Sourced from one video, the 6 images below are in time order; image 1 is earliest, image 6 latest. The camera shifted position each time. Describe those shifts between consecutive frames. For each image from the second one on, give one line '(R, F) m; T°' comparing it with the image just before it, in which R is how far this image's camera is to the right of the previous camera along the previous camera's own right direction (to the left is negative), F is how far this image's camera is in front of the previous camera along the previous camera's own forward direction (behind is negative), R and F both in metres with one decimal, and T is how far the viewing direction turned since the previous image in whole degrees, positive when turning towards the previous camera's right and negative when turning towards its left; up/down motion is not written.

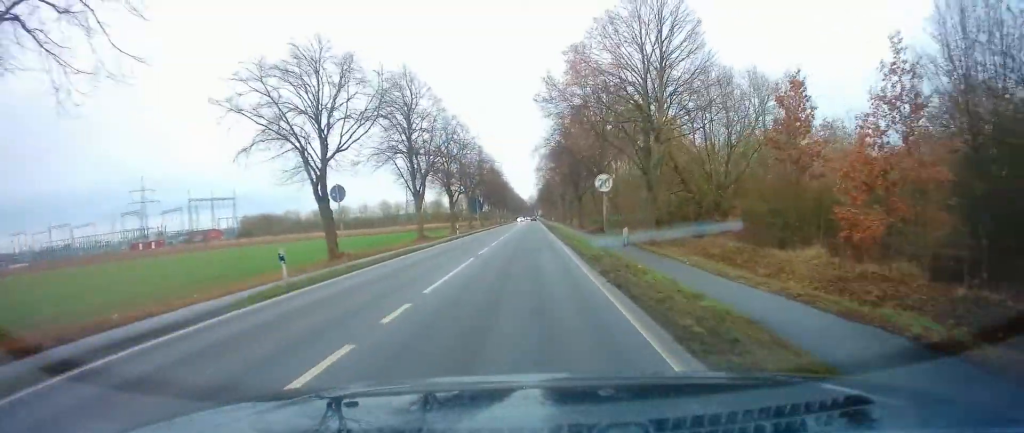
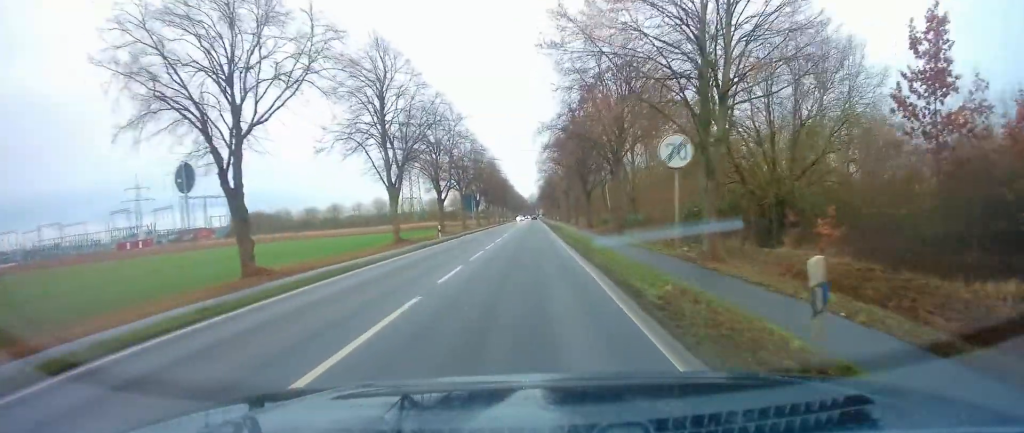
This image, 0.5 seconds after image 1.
(0.0, +9.3) m; 0°
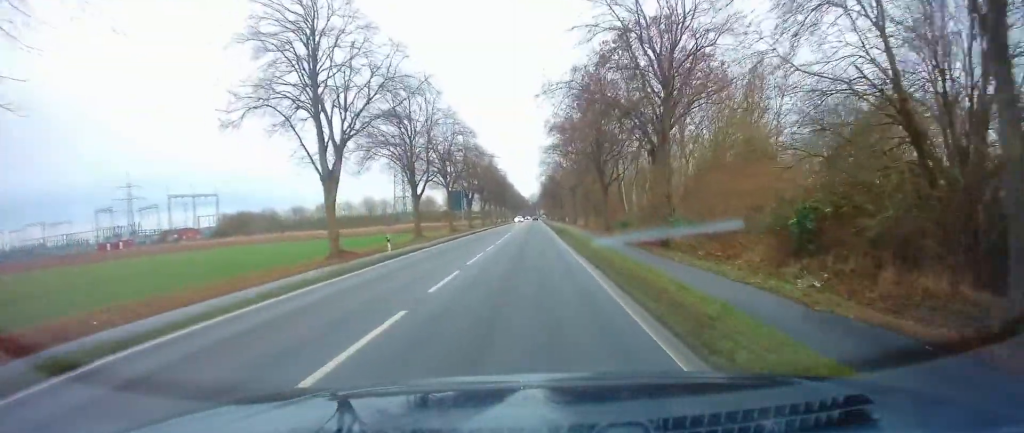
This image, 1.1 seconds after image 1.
(-0.2, +13.4) m; 0°
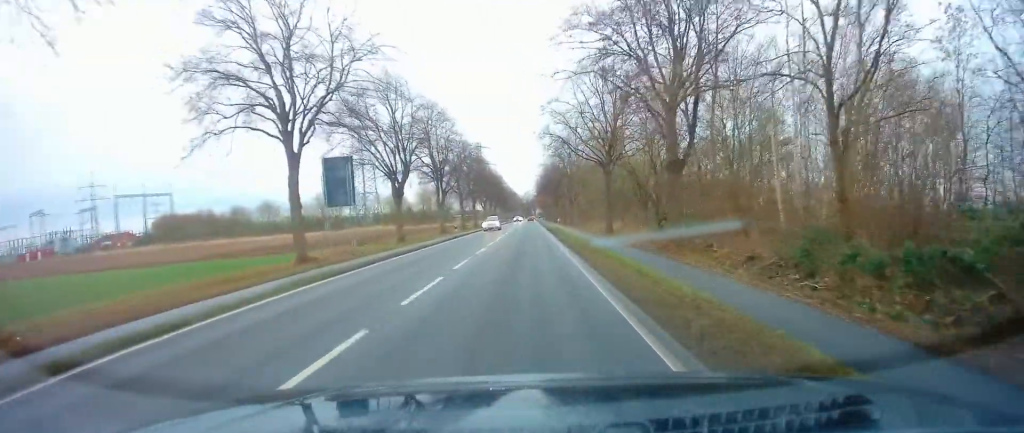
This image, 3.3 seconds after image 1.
(+0.6, +43.7) m; +2°
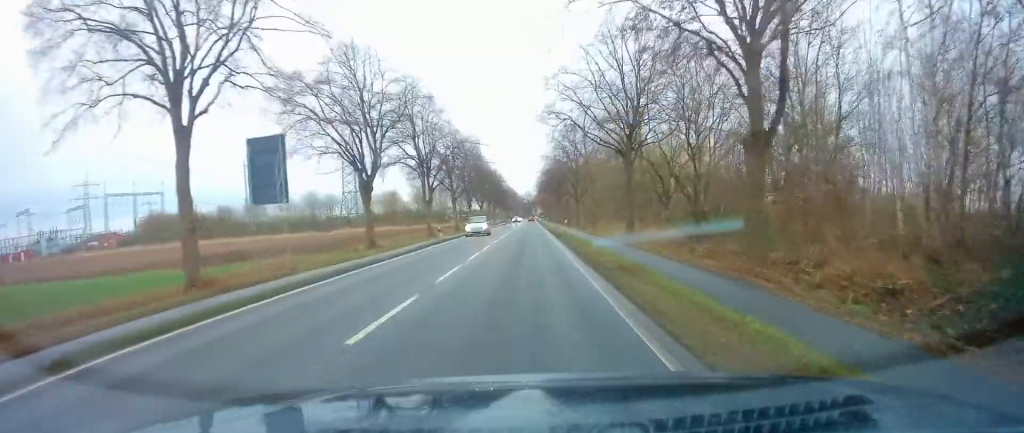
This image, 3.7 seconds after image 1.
(+0.1, +8.8) m; 0°
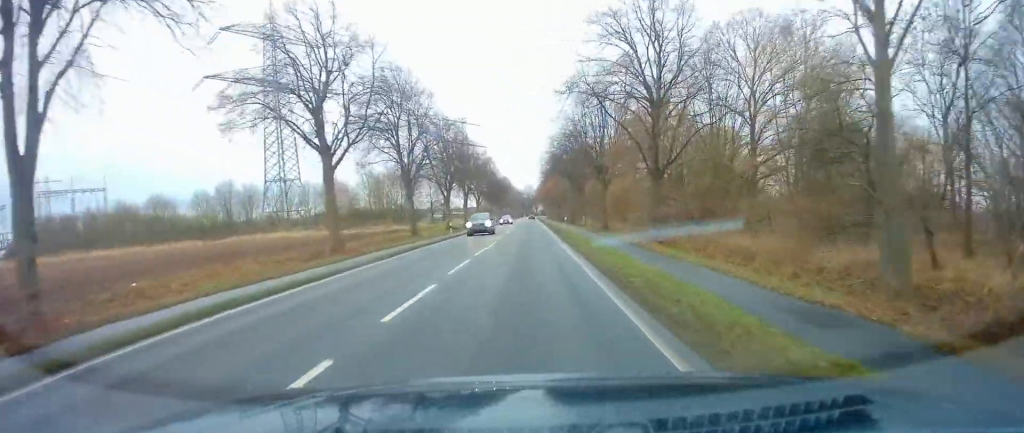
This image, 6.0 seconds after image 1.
(-0.6, +47.2) m; -1°
